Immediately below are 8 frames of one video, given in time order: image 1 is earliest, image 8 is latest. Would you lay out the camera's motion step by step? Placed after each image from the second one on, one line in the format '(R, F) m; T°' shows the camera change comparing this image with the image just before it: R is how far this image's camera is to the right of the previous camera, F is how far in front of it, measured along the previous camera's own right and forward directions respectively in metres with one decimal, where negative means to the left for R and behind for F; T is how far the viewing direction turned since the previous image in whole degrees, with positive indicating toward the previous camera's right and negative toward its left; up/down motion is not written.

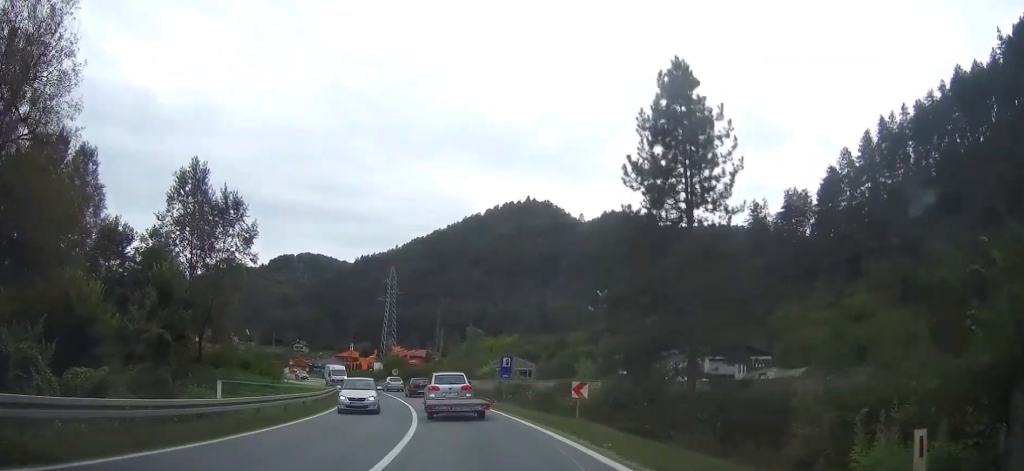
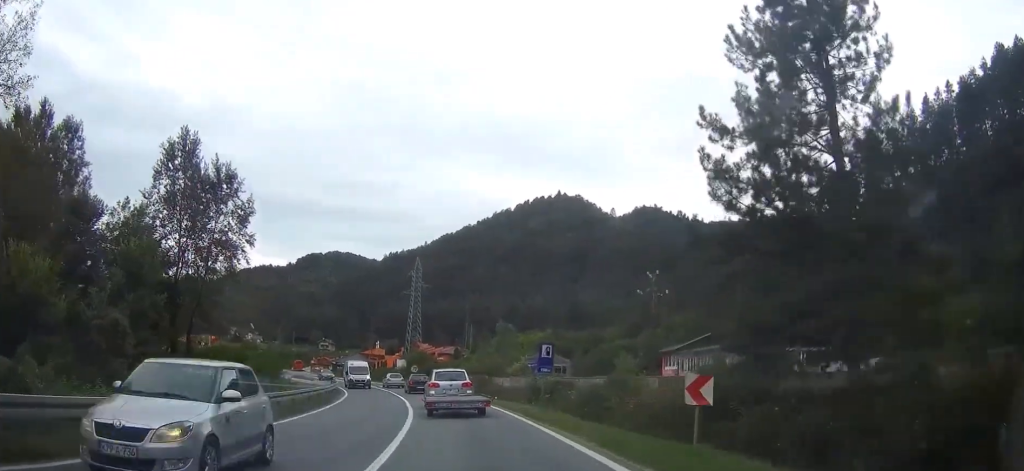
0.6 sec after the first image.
(-0.1, +10.3) m; -2°
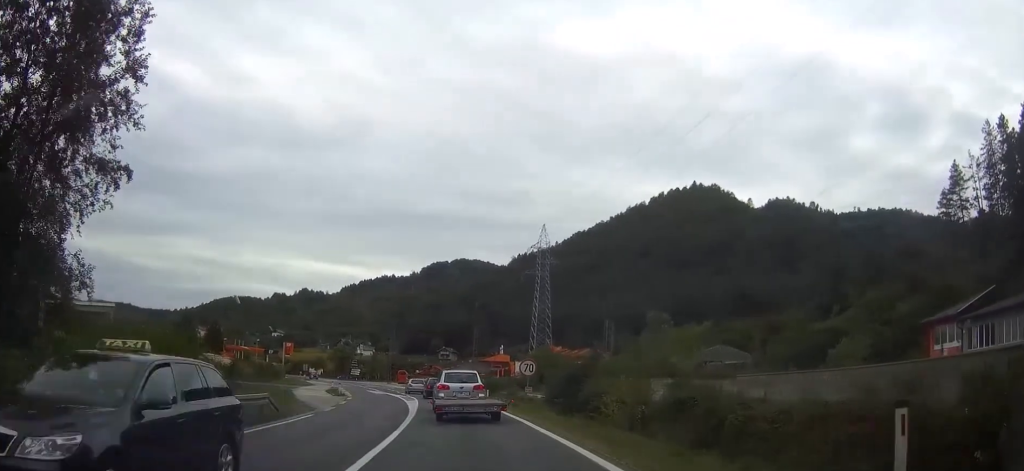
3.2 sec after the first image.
(-4.3, +42.4) m; -11°
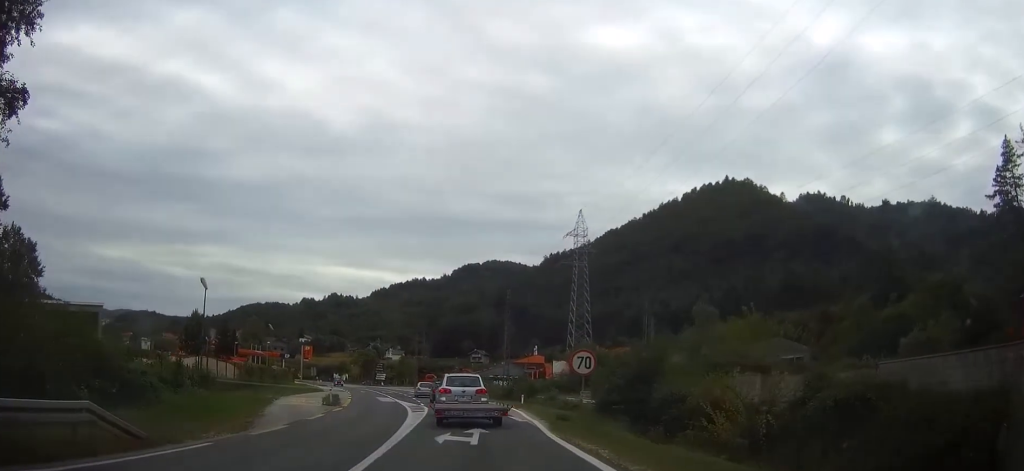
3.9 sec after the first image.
(-0.3, +11.4) m; -3°
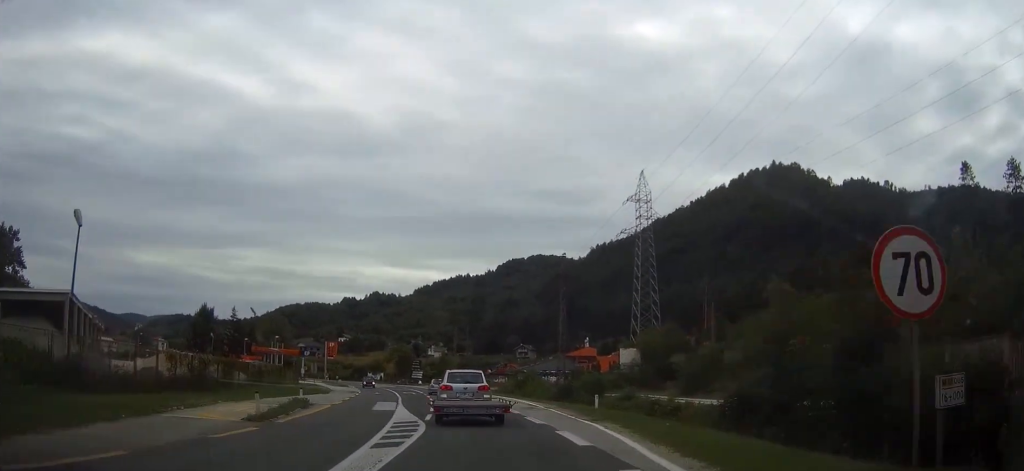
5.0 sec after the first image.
(-0.6, +18.0) m; -4°
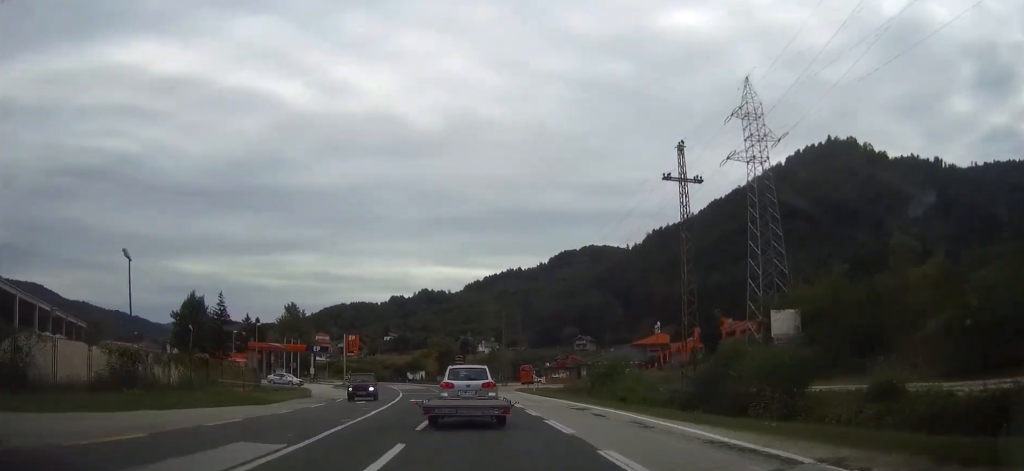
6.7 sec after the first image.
(-1.0, +27.6) m; -4°
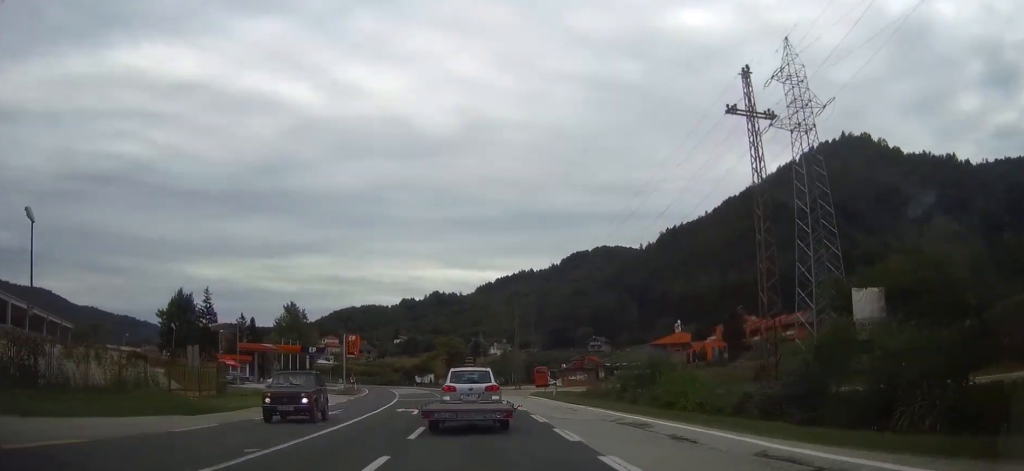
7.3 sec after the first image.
(-0.2, +8.9) m; -1°
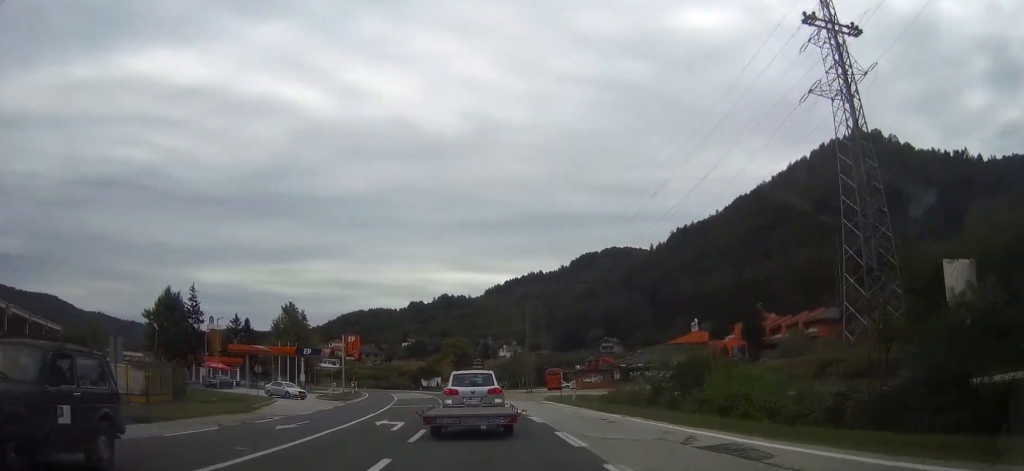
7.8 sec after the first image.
(-0.1, +7.2) m; -1°
